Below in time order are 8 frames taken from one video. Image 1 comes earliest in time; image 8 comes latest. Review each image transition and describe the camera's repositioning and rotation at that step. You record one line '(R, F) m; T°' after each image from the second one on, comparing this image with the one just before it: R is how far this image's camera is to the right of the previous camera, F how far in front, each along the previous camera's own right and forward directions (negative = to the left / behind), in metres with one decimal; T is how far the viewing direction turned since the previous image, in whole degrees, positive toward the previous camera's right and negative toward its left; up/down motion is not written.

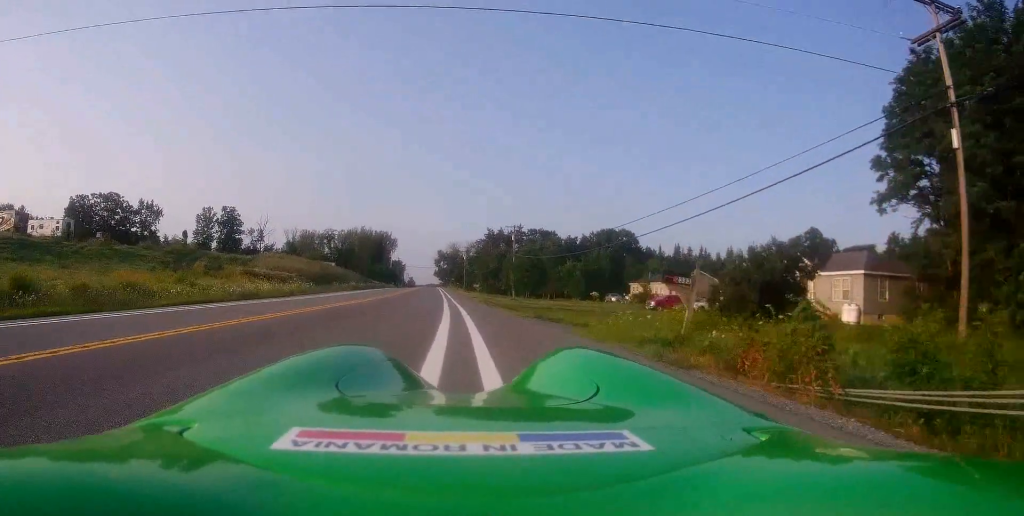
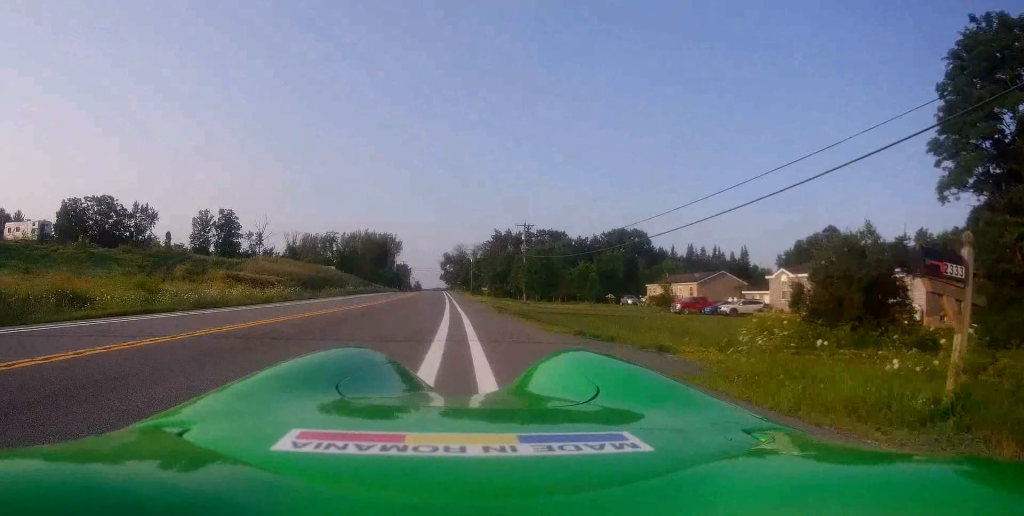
(-0.1, +6.1) m; 0°
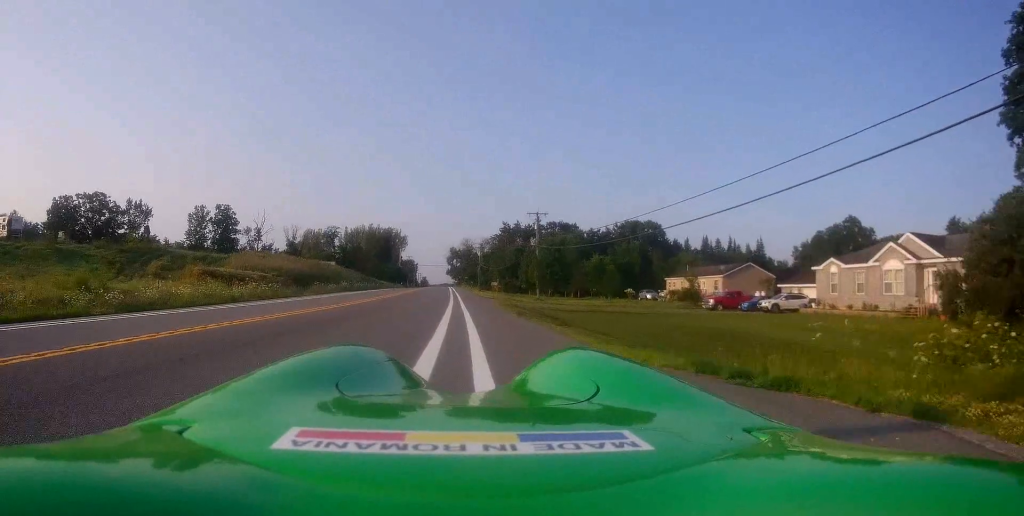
(+0.3, +6.3) m; 0°
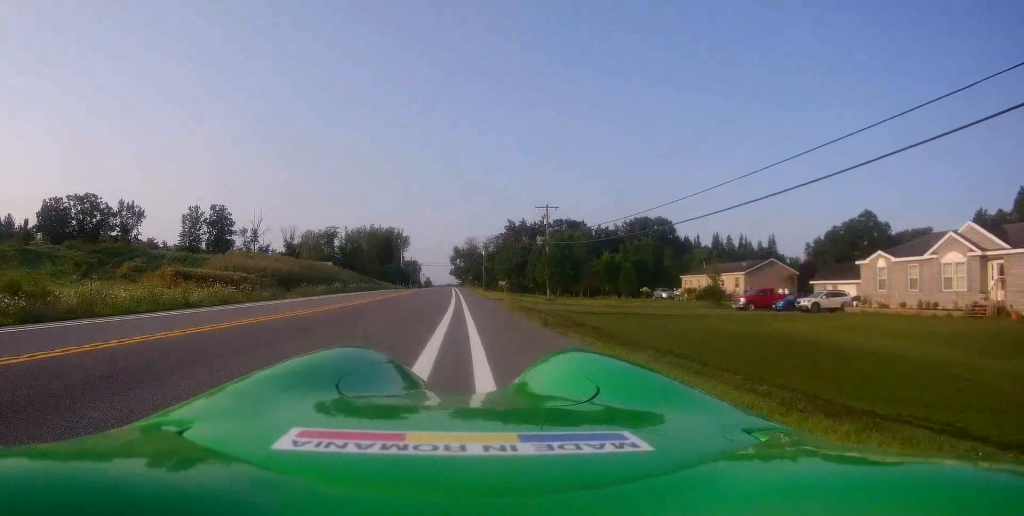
(-0.2, +5.2) m; -2°
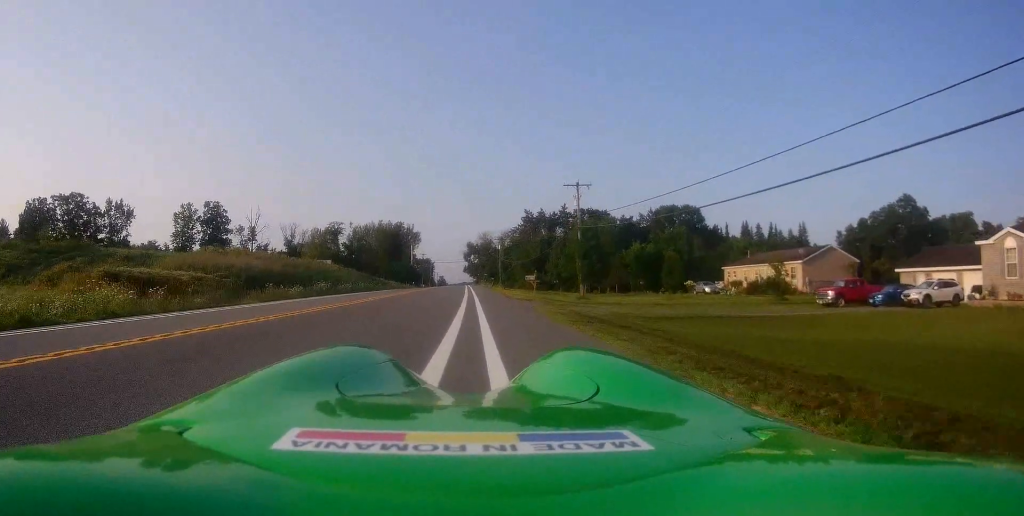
(-0.2, +10.4) m; -1°
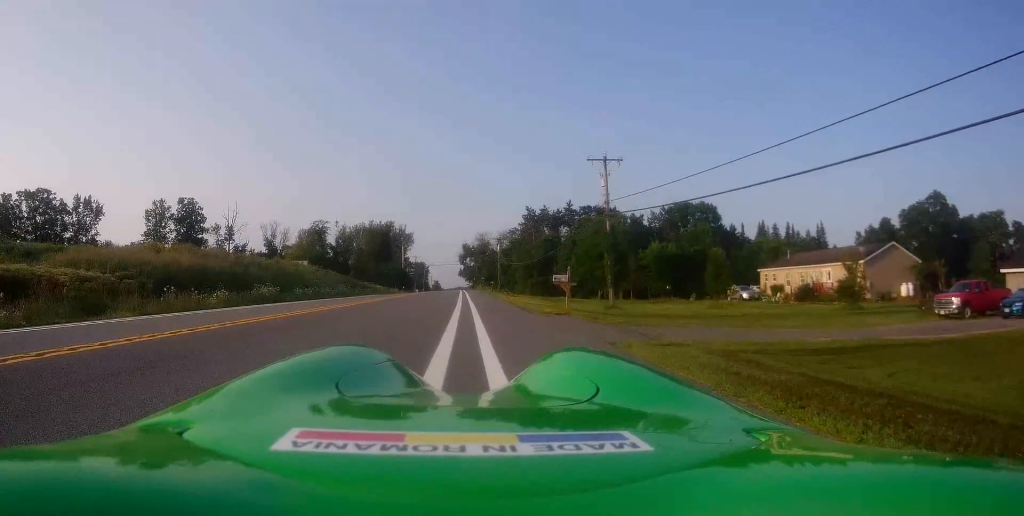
(0.0, +11.4) m; 0°
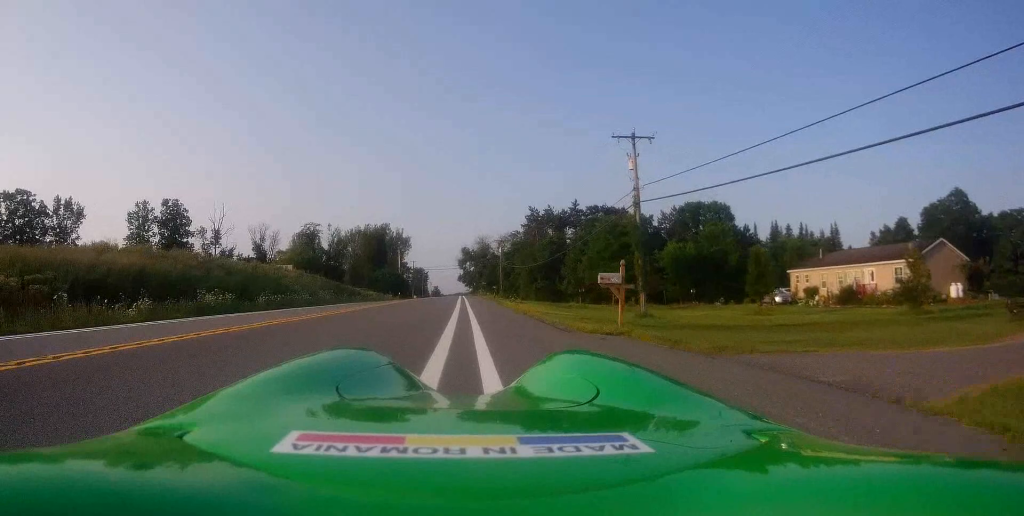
(0.0, +7.2) m; 0°
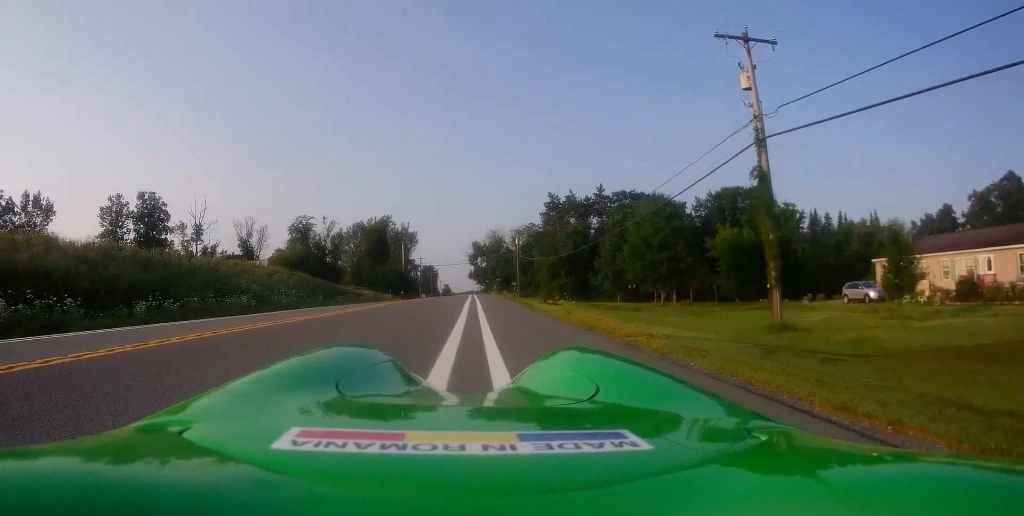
(0.0, +13.2) m; 0°
